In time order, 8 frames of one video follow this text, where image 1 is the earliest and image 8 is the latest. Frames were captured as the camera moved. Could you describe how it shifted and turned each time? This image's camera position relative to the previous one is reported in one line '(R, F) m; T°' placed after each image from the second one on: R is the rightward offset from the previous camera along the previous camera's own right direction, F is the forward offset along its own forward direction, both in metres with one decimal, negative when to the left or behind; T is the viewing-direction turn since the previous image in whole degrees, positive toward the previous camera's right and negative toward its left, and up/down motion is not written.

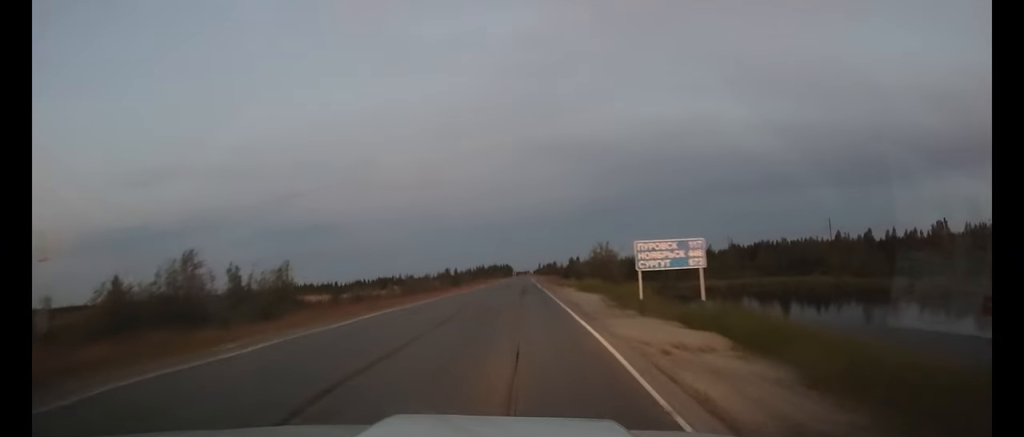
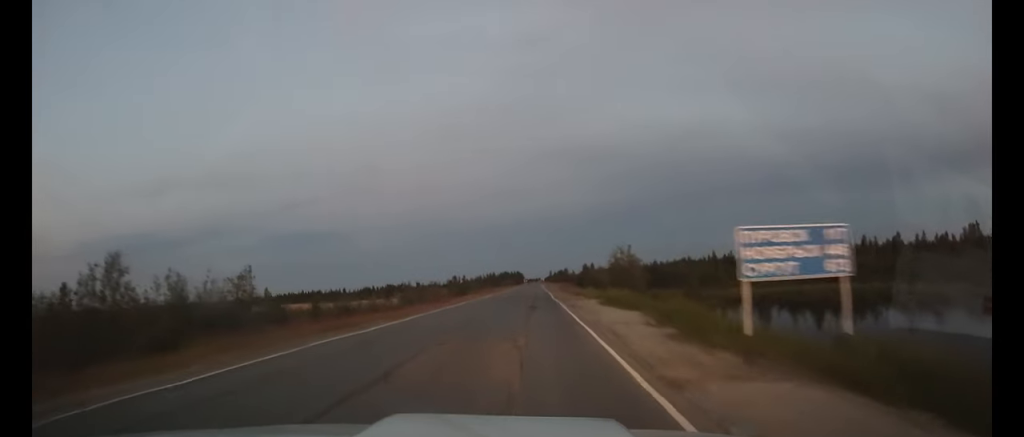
(+0.1, +9.0) m; 0°
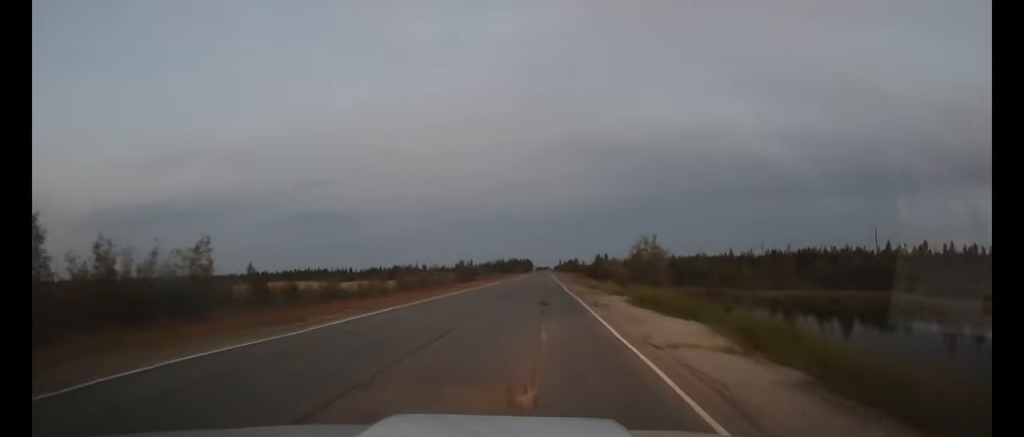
(-0.1, +7.6) m; 0°
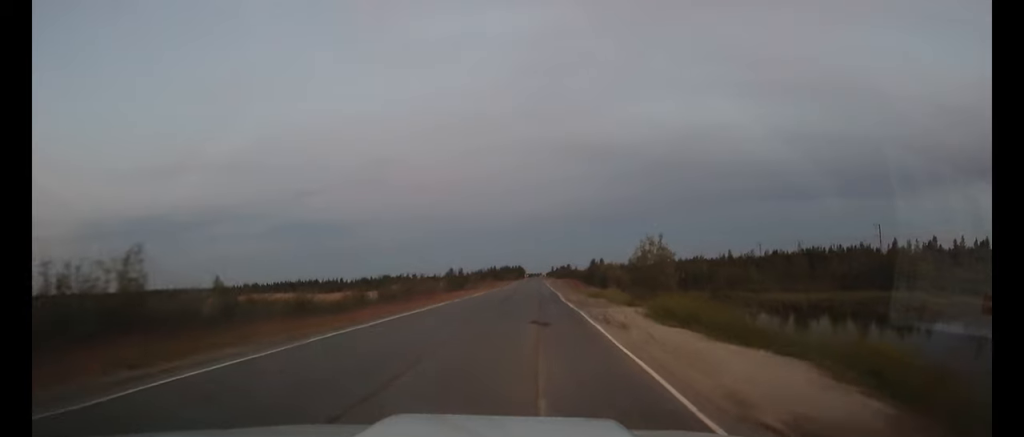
(-0.1, +6.7) m; 0°
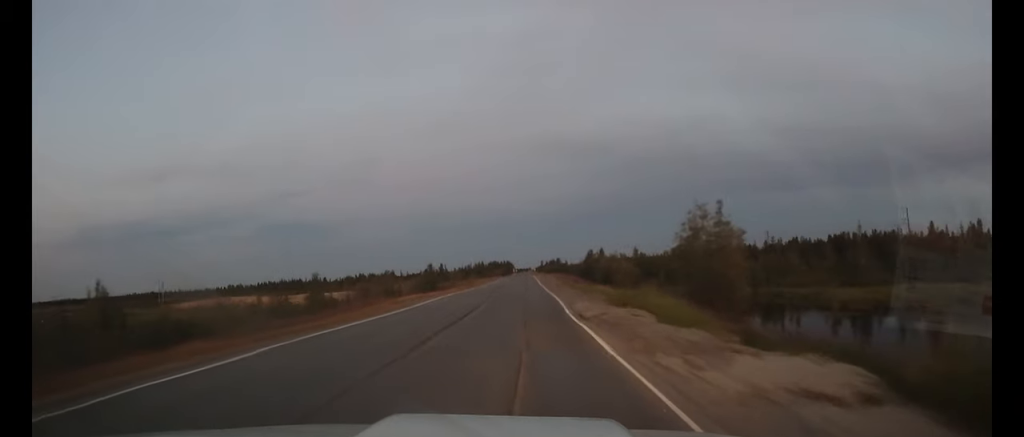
(+0.2, +19.9) m; +1°
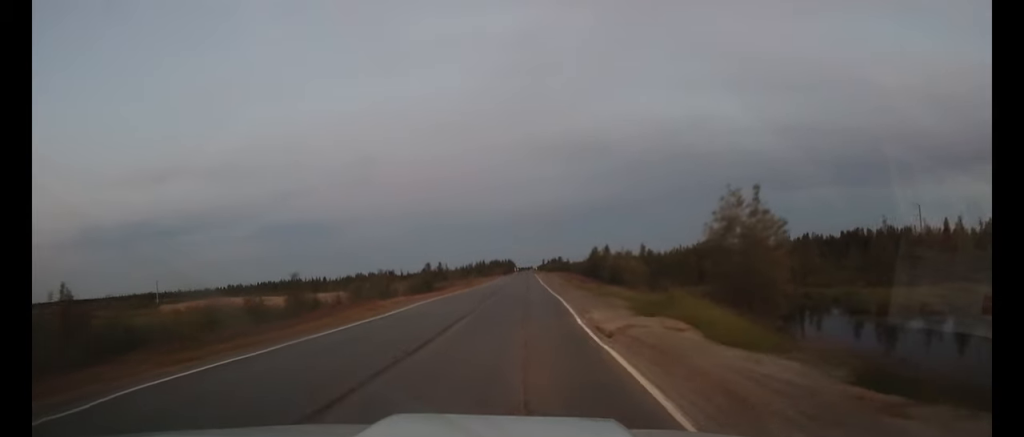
(0.0, +5.2) m; 0°
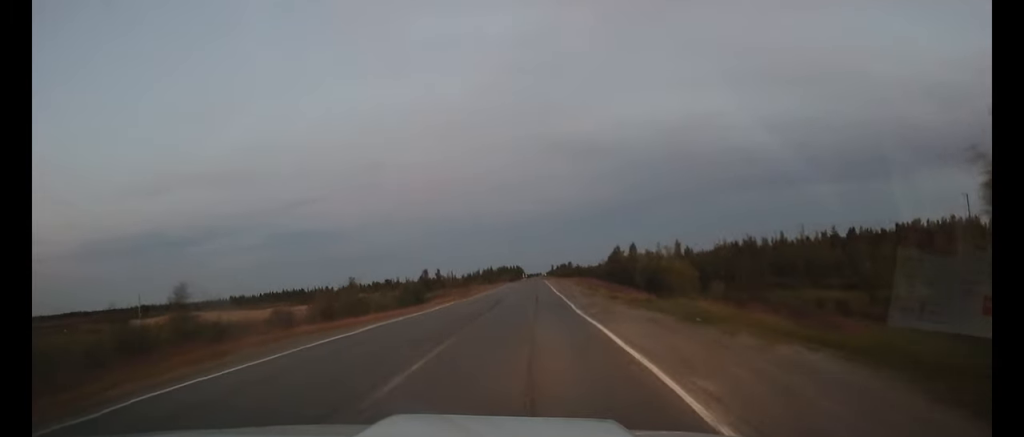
(-0.1, +17.8) m; -1°
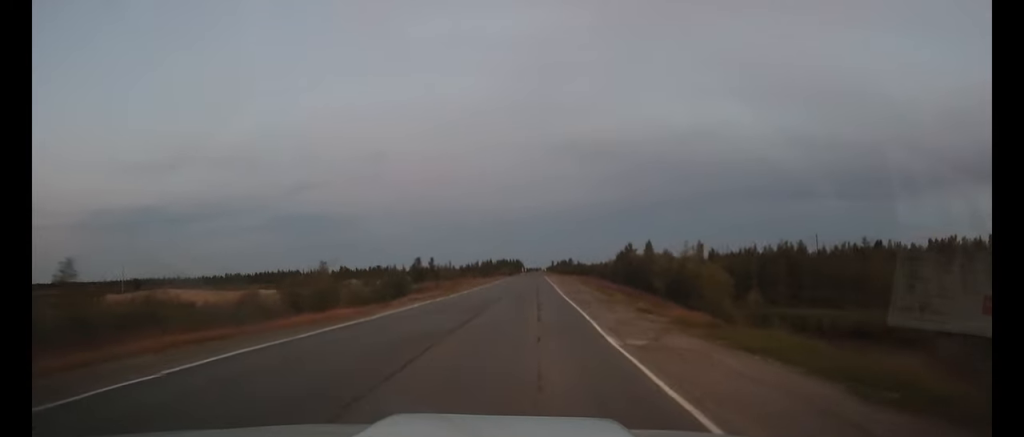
(0.0, +9.6) m; 0°
